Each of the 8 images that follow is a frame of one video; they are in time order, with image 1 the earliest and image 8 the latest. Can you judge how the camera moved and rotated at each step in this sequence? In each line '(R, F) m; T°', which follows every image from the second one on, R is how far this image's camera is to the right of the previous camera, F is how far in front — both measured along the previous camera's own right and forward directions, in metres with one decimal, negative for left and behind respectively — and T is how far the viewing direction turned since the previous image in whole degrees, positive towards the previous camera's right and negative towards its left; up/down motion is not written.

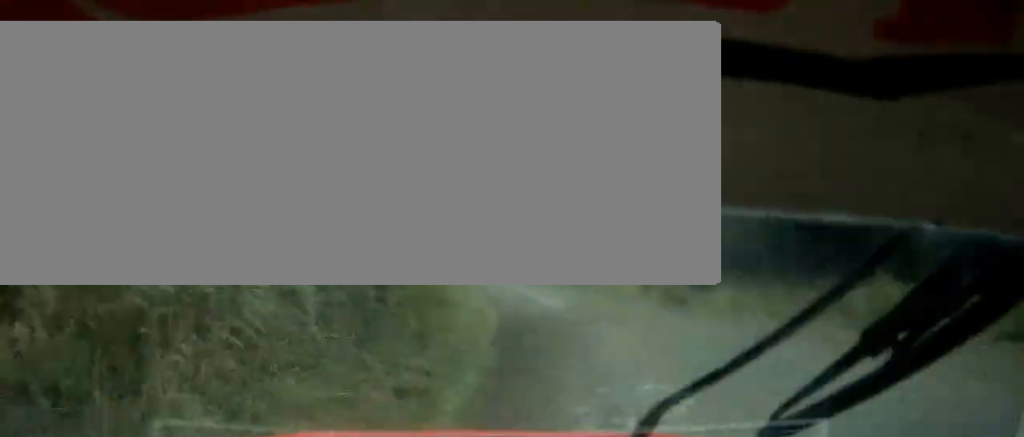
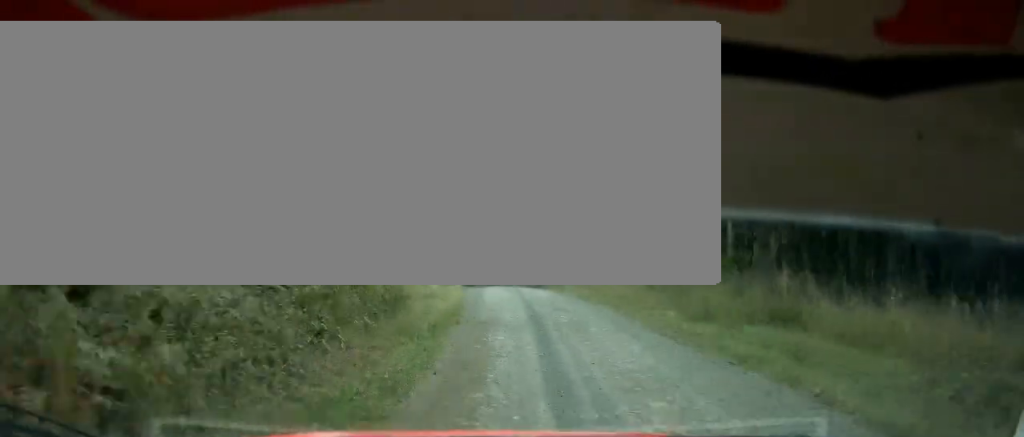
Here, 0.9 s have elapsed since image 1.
(0.0, +29.5) m; -3°
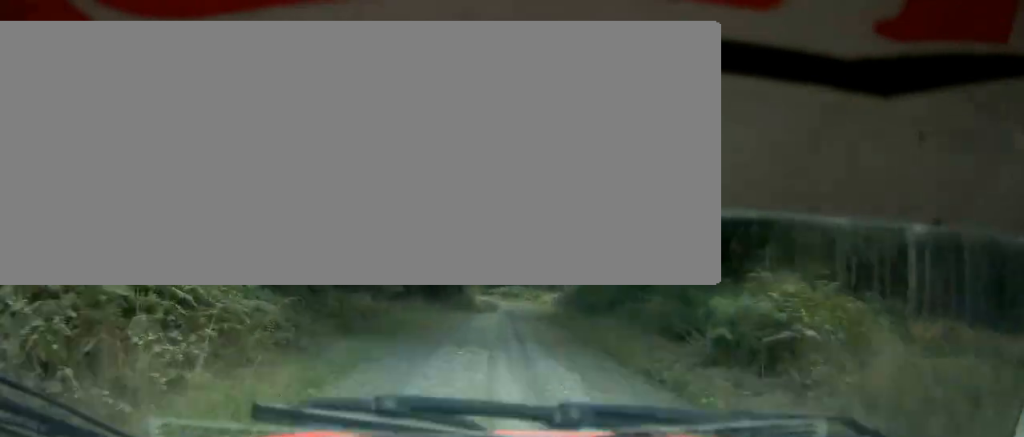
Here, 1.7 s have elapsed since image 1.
(-1.6, +27.5) m; -4°
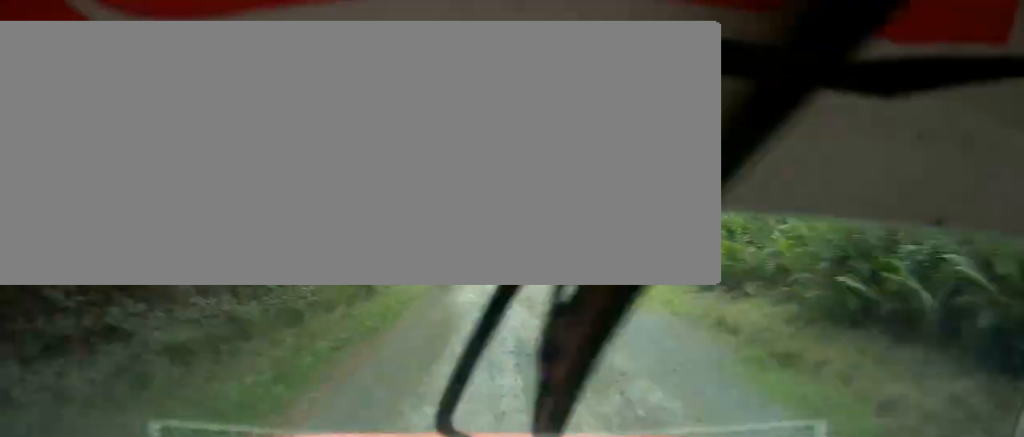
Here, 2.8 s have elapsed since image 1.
(-0.8, +34.7) m; 0°
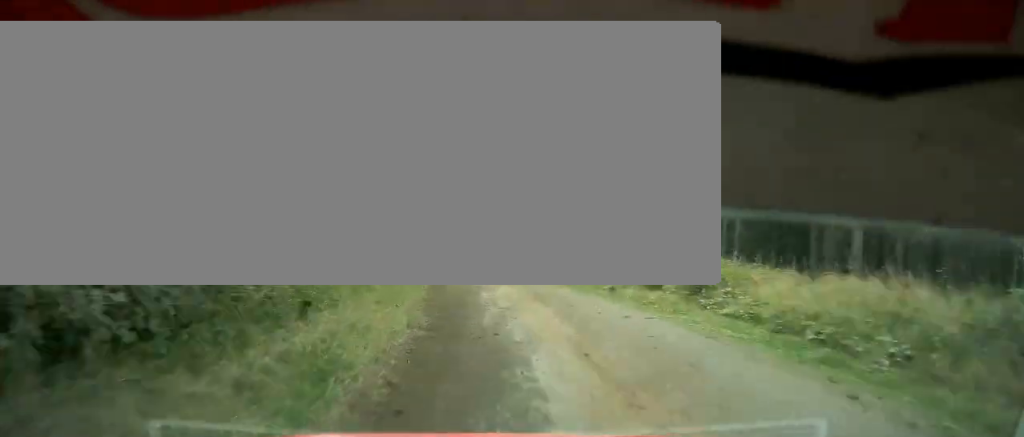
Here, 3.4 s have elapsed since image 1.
(+0.3, +22.3) m; 0°
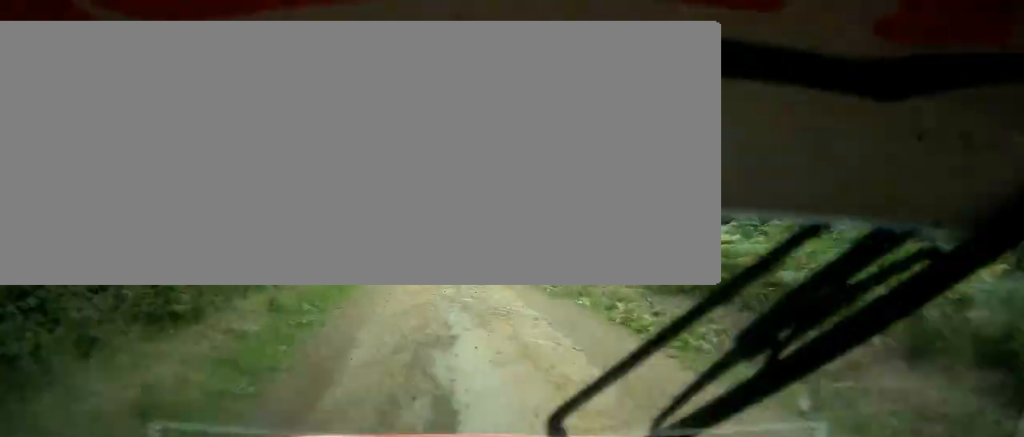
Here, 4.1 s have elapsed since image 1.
(+0.3, +21.1) m; -1°
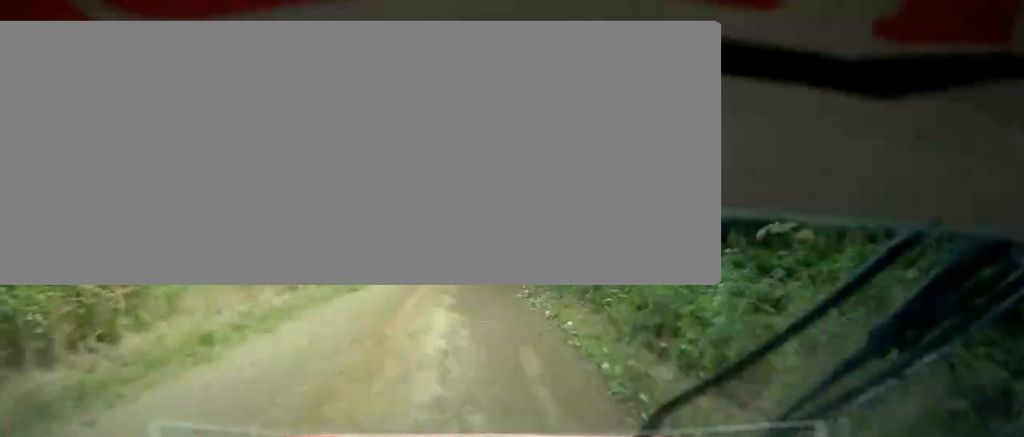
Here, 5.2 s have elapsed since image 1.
(-0.9, +36.2) m; +1°
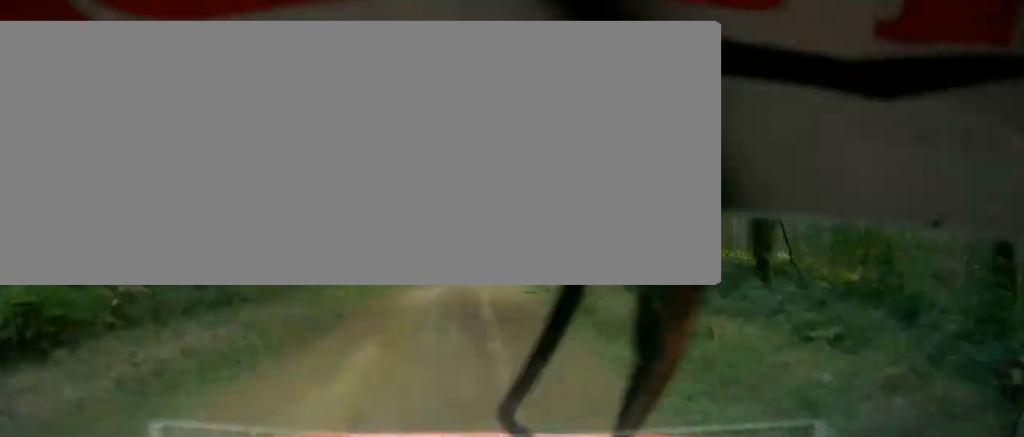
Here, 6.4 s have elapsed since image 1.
(+2.1, +34.3) m; +7°
